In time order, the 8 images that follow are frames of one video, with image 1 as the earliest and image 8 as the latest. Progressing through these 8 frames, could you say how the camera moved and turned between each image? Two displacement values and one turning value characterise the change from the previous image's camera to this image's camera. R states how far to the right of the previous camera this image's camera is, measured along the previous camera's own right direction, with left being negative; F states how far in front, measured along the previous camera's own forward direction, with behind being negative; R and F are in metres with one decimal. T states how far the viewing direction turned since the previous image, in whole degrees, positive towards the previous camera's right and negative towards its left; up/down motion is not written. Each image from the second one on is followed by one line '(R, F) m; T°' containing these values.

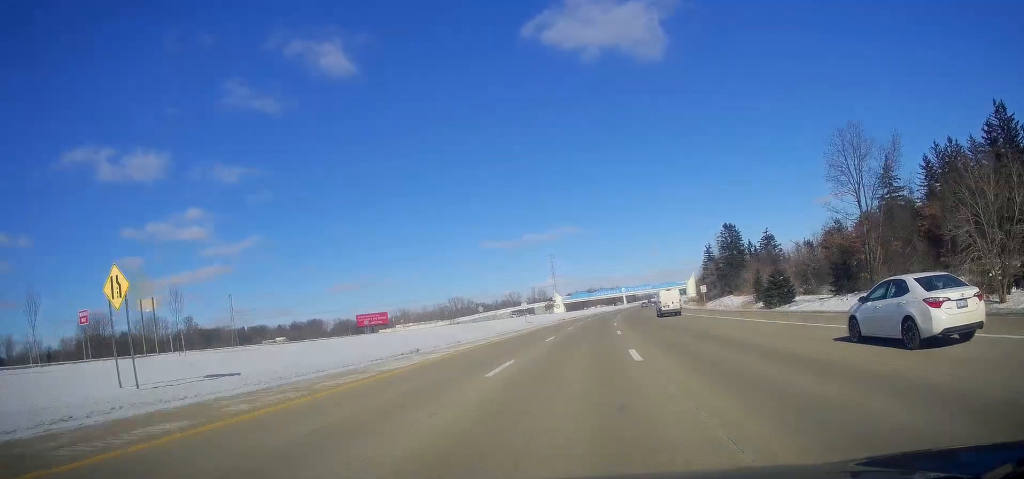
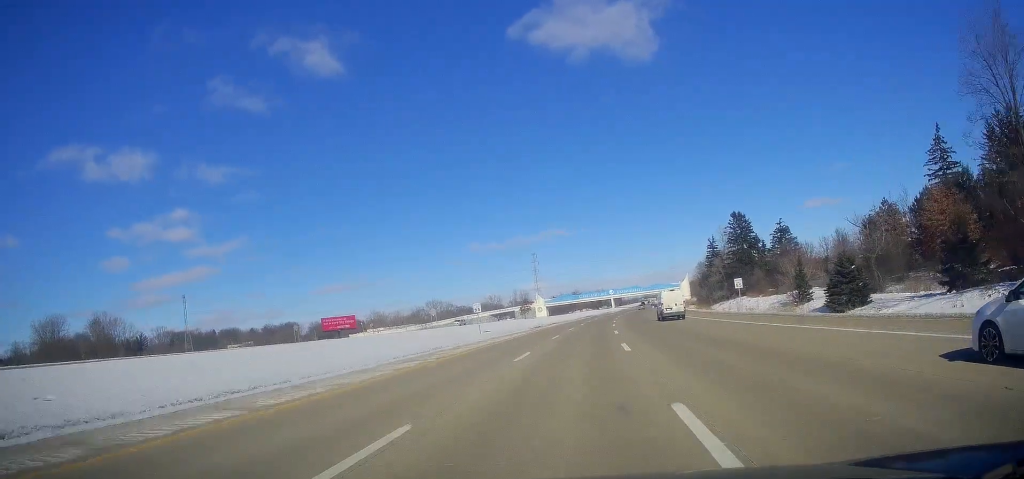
(+0.2, +26.4) m; 0°
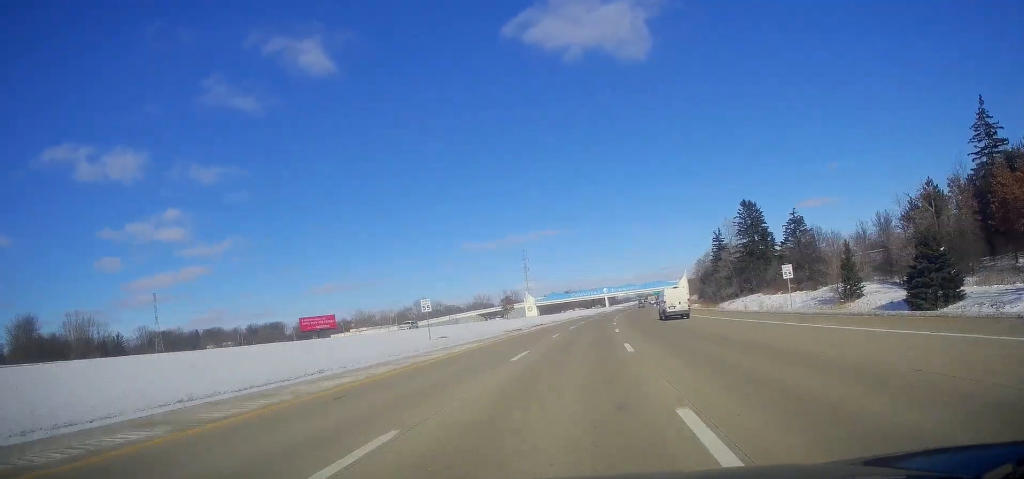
(-0.1, +16.4) m; +1°
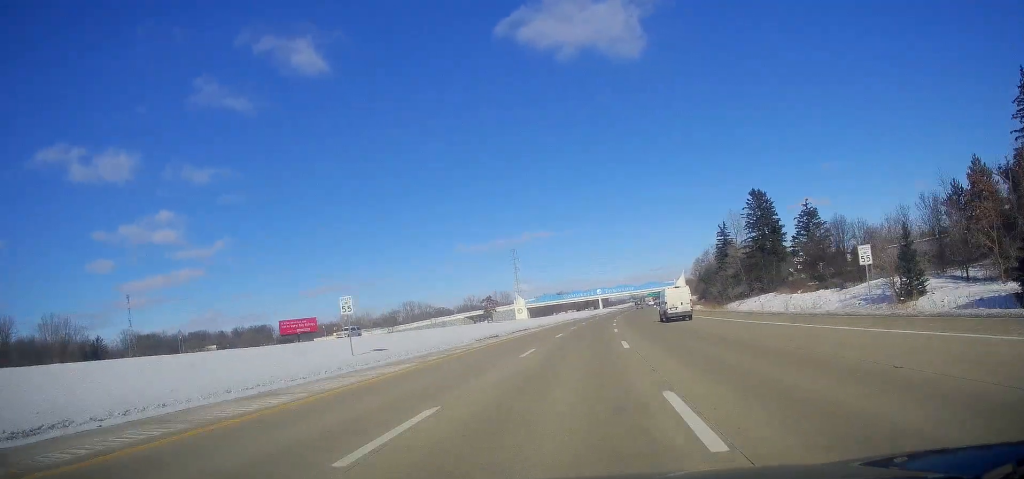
(-0.3, +13.3) m; +1°
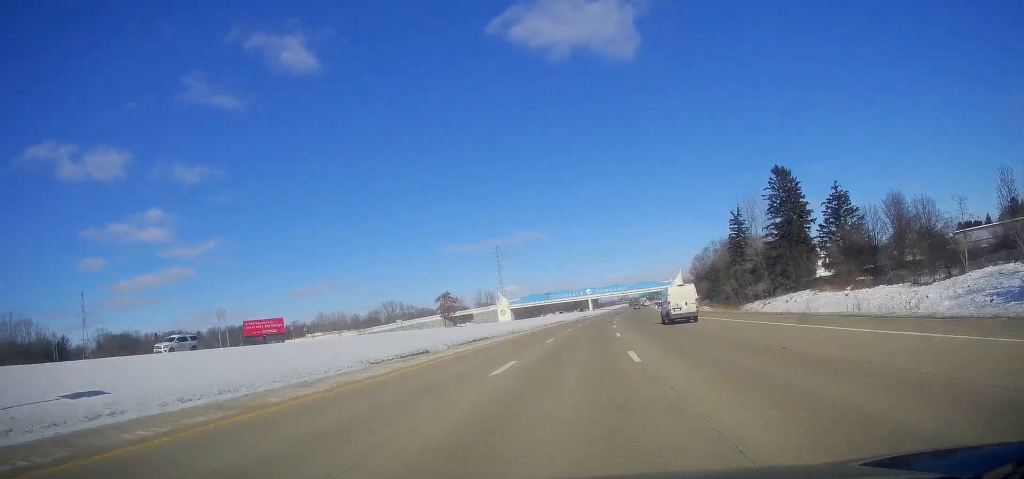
(+0.6, +22.2) m; +1°
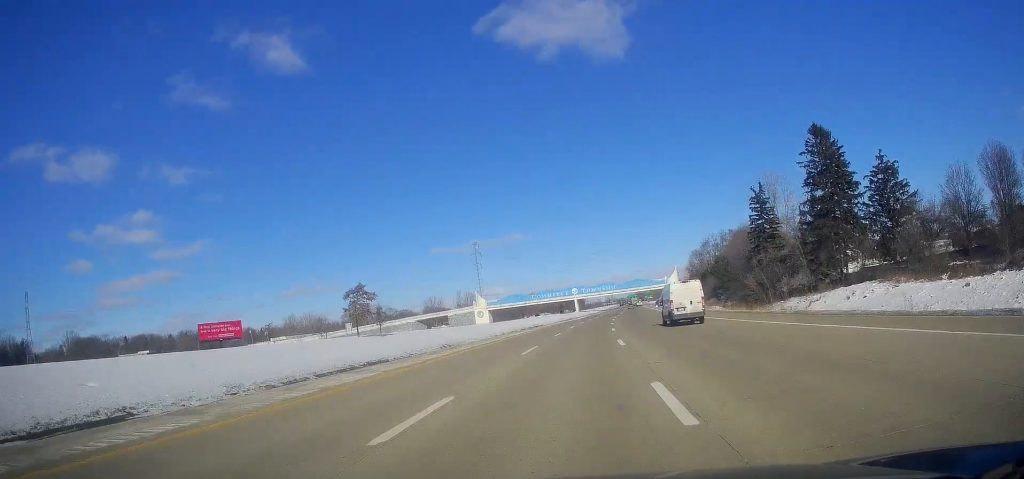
(+0.4, +24.8) m; +1°
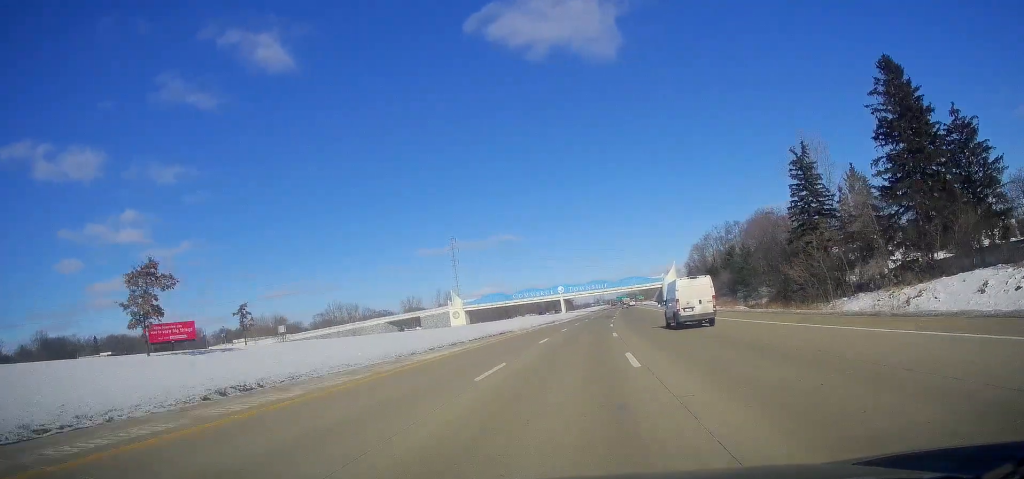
(0.0, +25.3) m; +1°
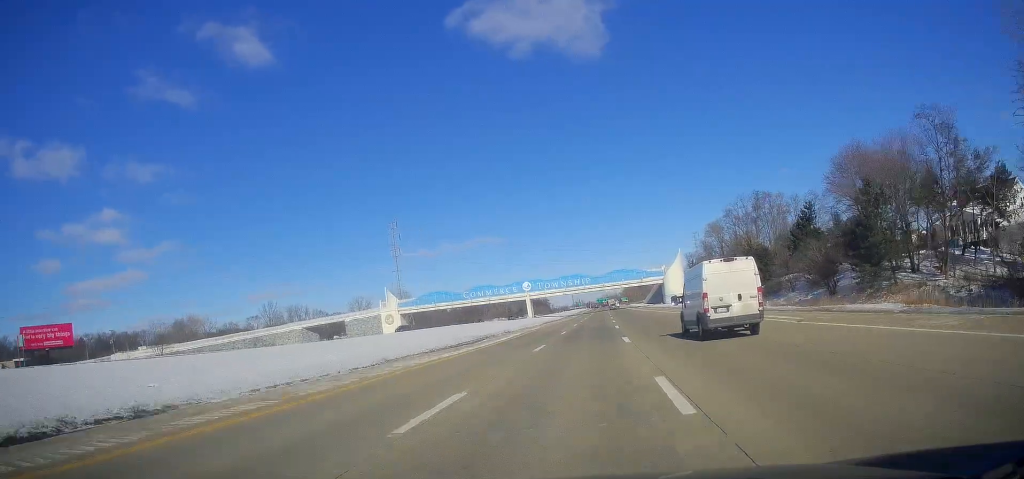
(+1.1, +52.9) m; +3°
